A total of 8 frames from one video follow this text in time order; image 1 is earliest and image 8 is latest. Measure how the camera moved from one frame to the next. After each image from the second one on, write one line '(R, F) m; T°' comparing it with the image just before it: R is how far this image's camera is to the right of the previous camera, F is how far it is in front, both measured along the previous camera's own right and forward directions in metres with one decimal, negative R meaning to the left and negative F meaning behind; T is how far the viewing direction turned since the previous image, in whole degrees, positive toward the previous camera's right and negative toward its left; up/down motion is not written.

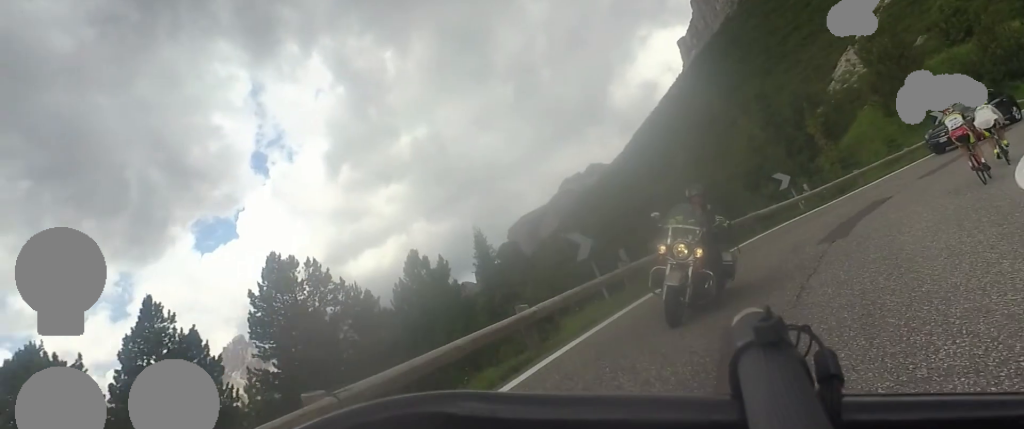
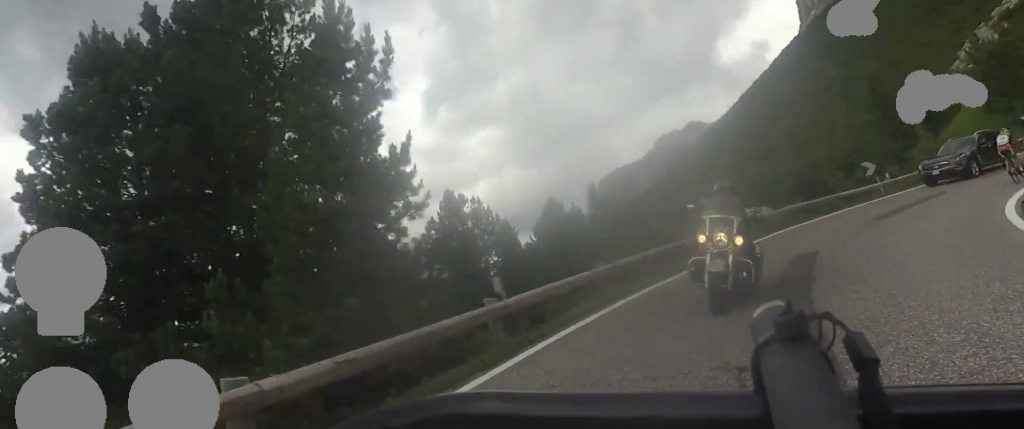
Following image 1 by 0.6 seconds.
(-0.5, +6.7) m; -4°
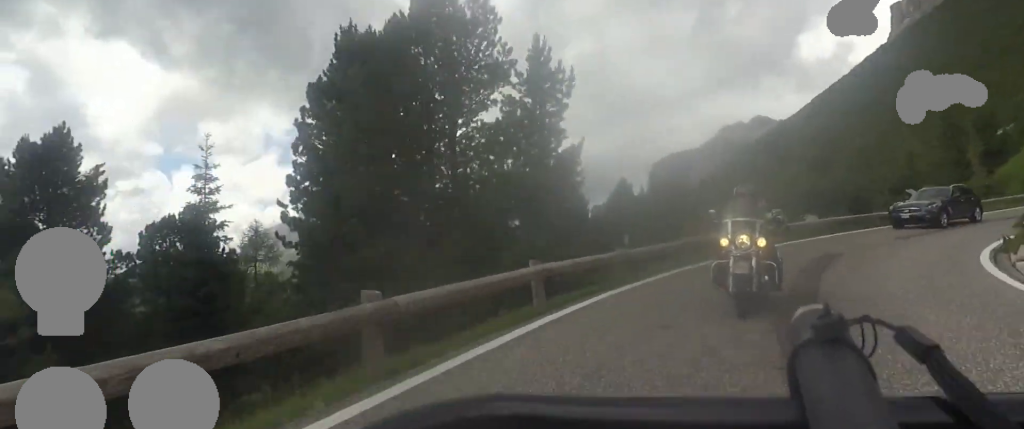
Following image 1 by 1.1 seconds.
(+0.2, +5.3) m; 0°
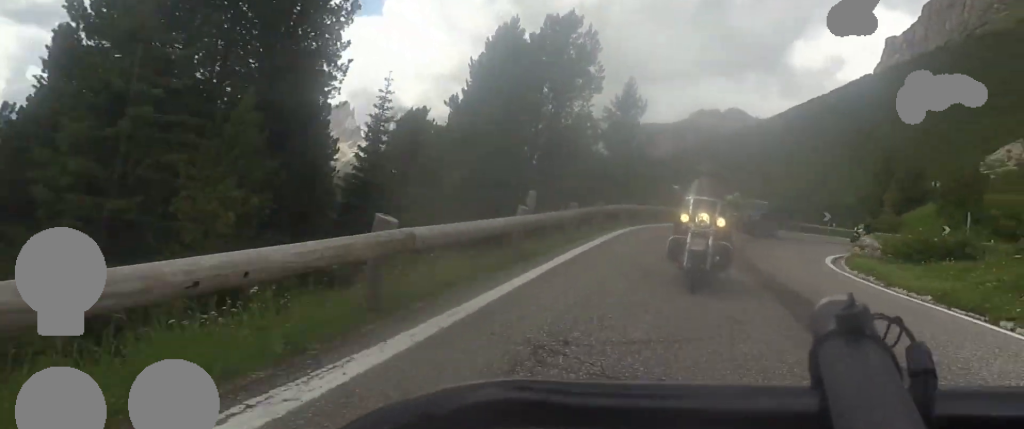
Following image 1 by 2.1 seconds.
(-0.3, +11.6) m; +4°
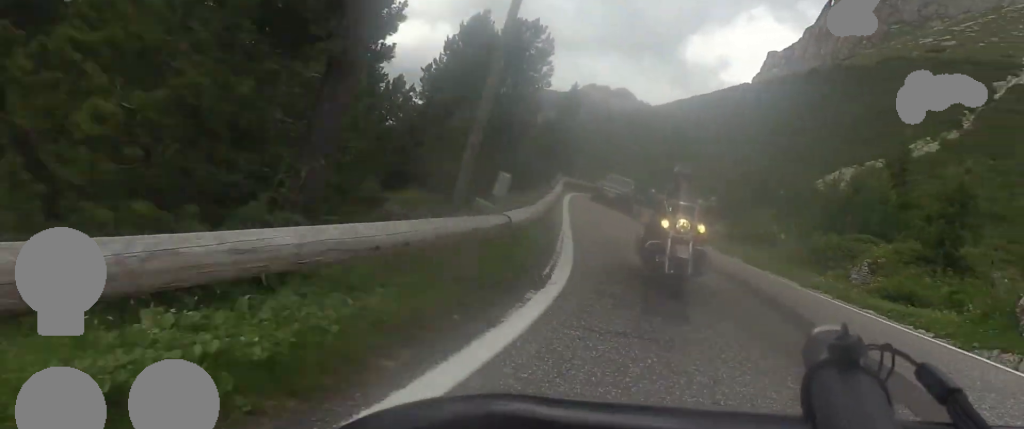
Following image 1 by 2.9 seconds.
(+0.7, +8.6) m; +5°
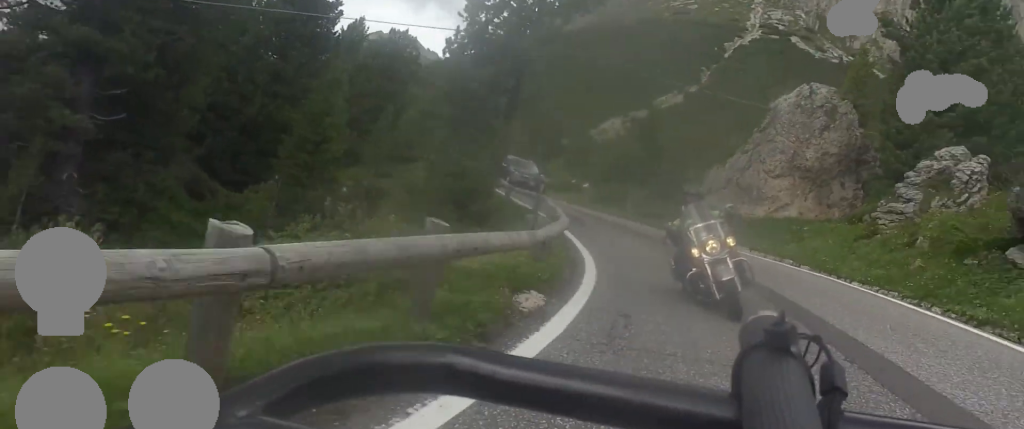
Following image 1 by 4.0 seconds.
(+0.6, +13.3) m; +10°
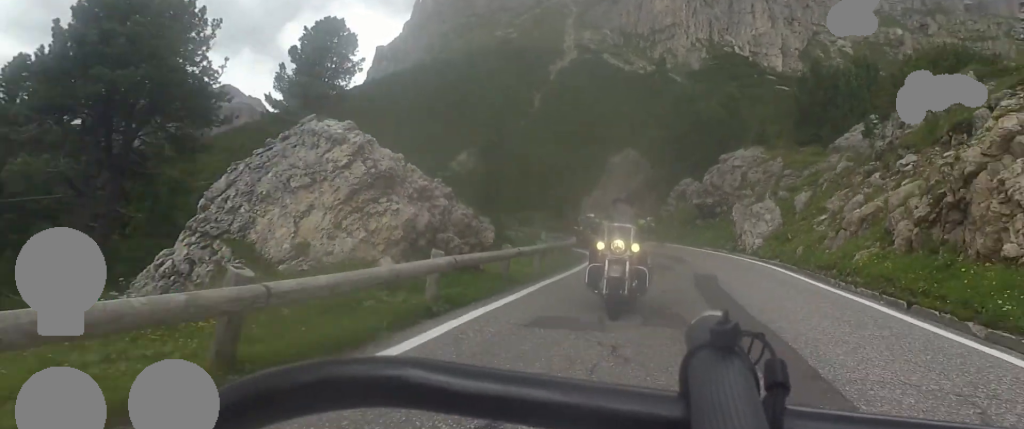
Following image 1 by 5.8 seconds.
(+4.8, +20.9) m; +17°
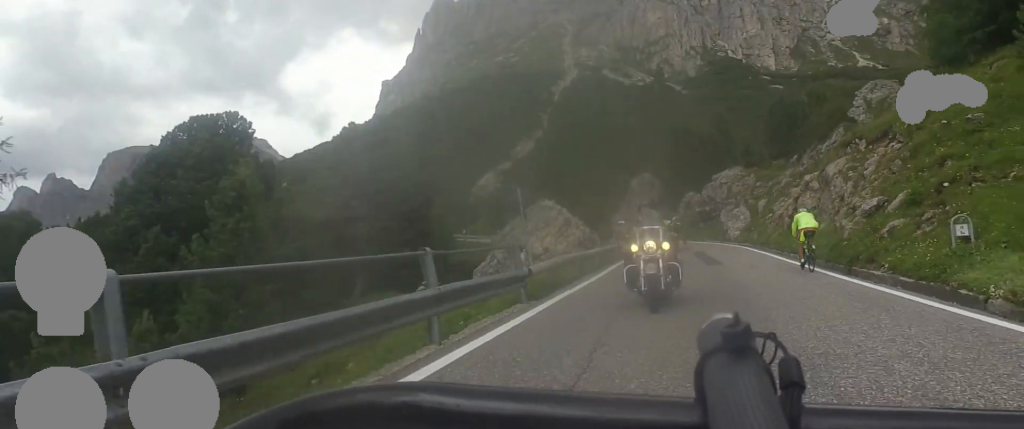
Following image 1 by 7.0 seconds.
(-0.3, +15.2) m; 0°
